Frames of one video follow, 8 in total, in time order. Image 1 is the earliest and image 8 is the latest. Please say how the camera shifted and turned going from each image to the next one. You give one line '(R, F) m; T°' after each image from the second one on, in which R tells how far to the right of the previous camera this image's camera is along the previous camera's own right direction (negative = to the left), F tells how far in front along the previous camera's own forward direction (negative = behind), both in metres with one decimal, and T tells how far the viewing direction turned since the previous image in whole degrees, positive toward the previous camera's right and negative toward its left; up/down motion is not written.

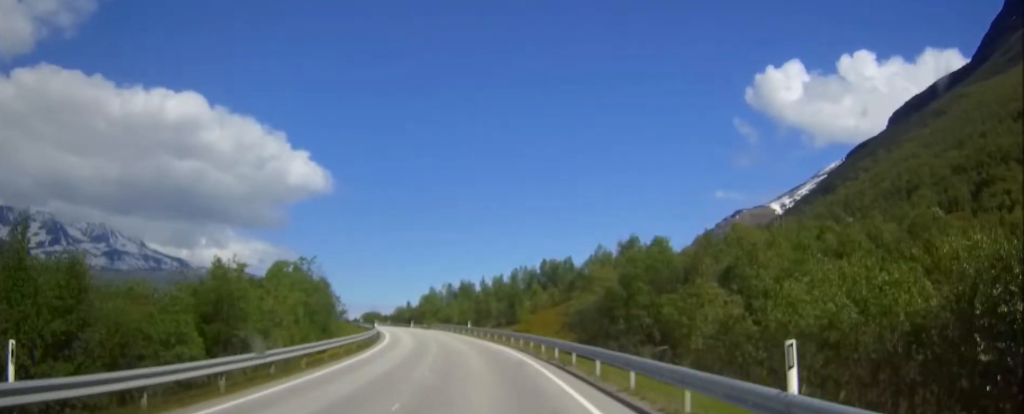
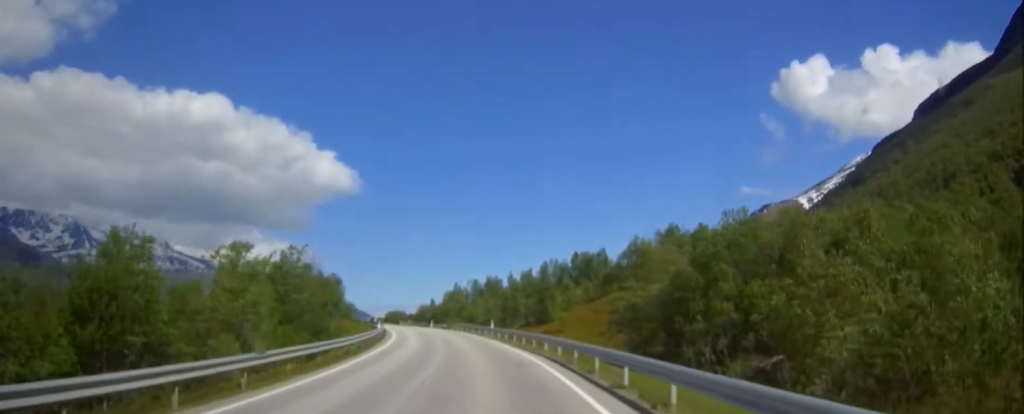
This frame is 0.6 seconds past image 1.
(-0.2, +11.1) m; -2°
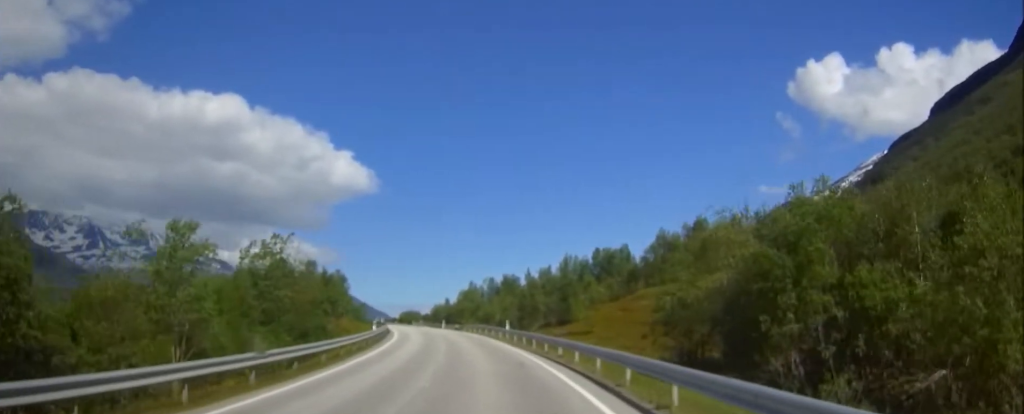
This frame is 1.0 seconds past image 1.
(-0.2, +7.8) m; -1°
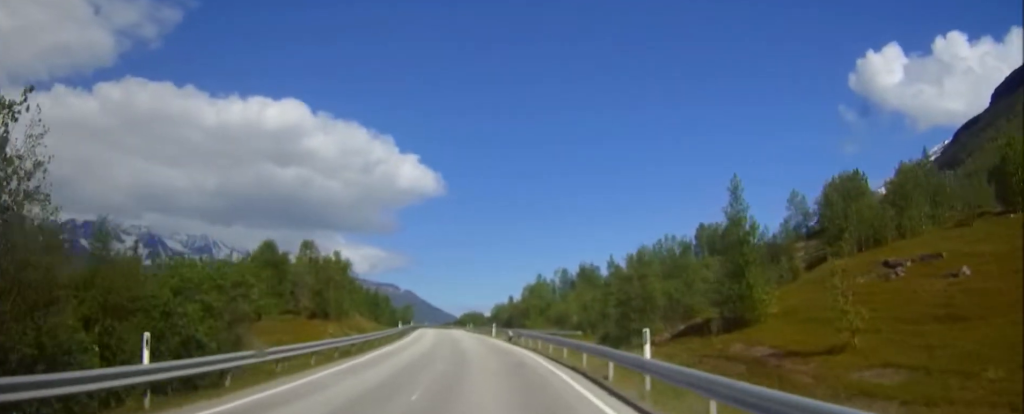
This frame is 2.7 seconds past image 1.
(-1.6, +34.1) m; -6°
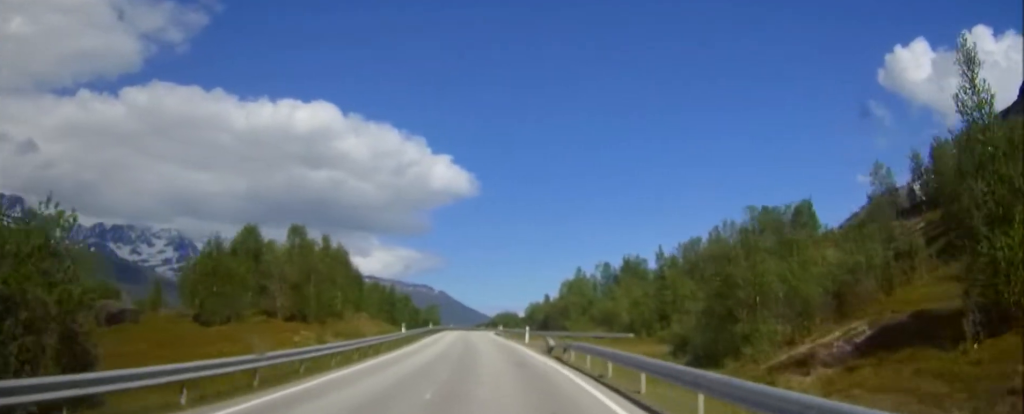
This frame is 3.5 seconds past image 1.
(-0.5, +15.2) m; -2°
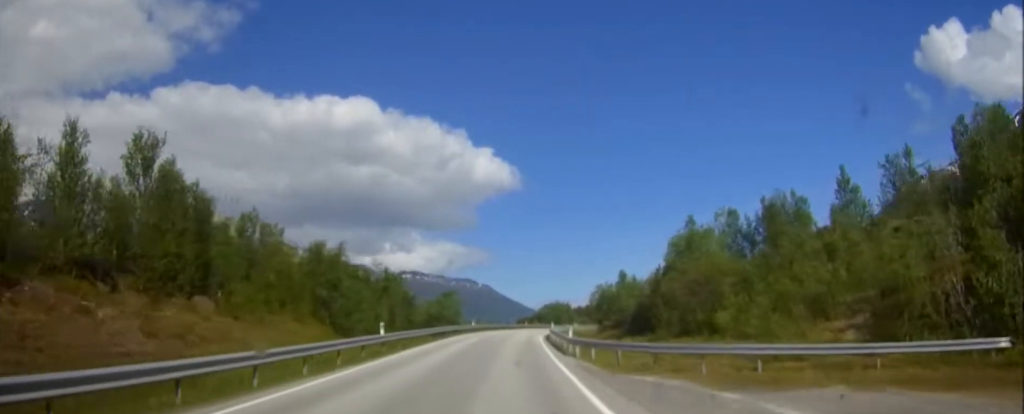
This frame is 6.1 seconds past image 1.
(-1.7, +52.9) m; -2°
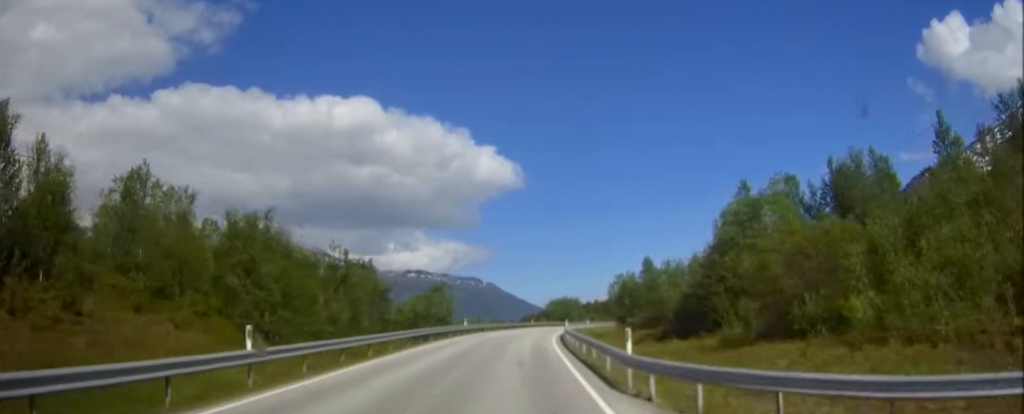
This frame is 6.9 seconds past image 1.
(0.0, +15.6) m; 0°
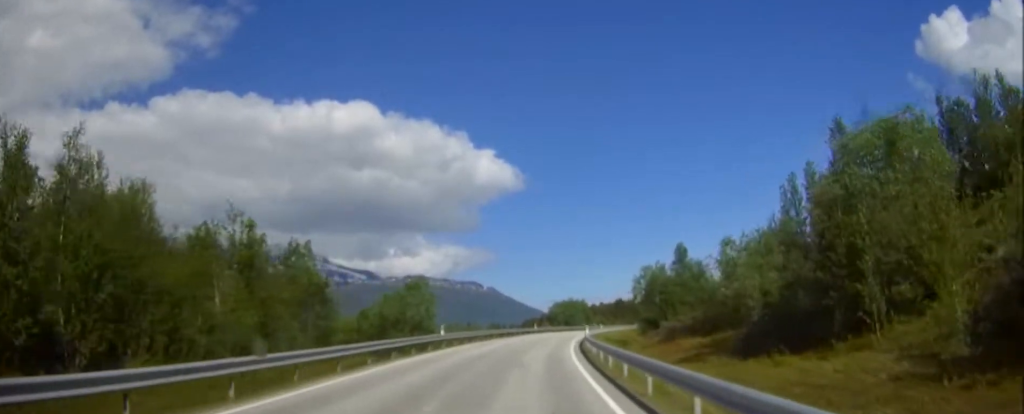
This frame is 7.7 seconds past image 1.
(0.0, +17.6) m; +1°
